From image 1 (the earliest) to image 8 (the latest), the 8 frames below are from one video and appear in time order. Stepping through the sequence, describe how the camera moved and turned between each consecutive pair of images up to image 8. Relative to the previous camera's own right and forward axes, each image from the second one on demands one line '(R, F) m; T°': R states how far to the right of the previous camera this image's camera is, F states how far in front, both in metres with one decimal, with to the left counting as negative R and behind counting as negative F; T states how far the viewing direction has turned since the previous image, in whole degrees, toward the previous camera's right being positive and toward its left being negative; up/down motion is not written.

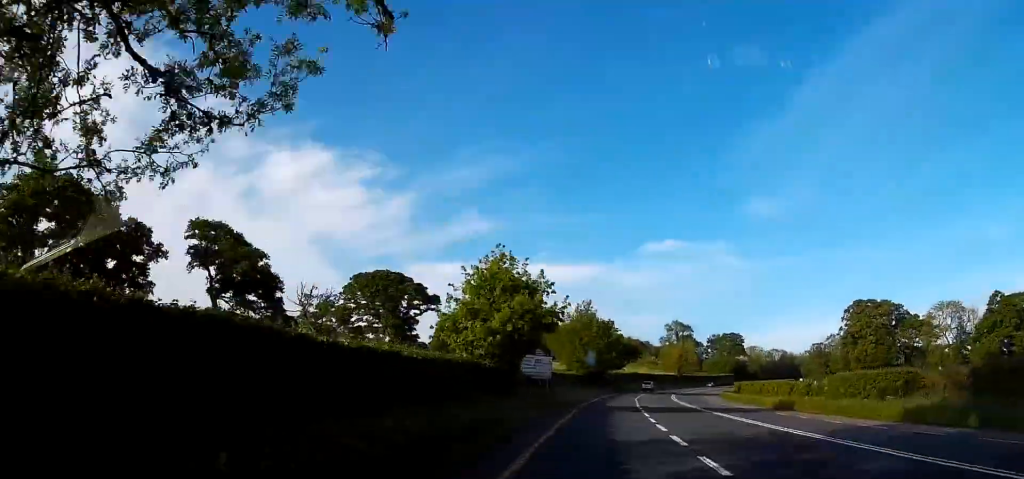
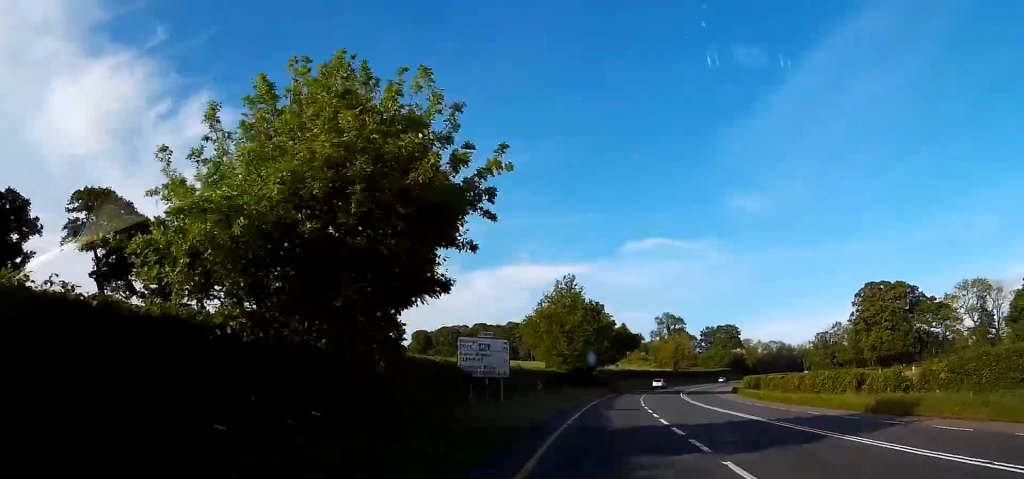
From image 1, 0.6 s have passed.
(+0.3, +17.1) m; +2°
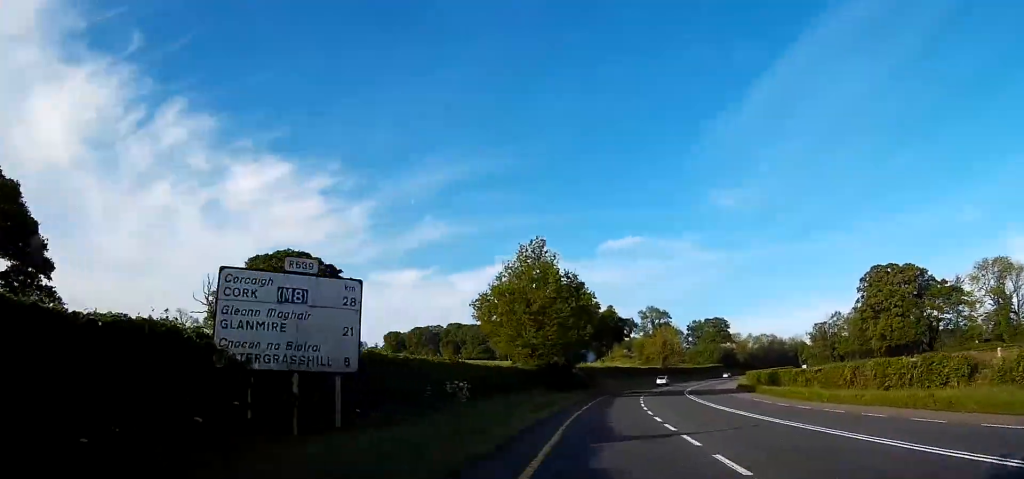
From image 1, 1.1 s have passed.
(+0.2, +15.2) m; +1°
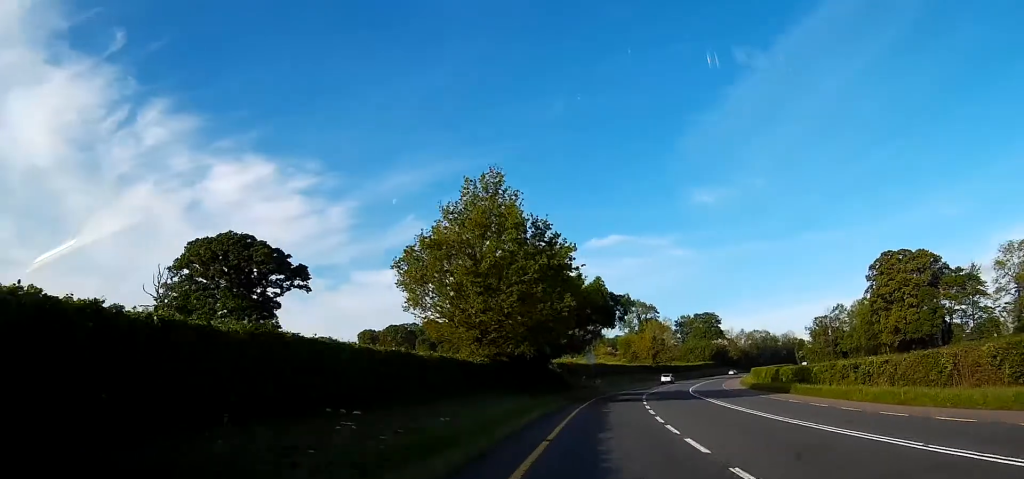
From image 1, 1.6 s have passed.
(-0.1, +14.2) m; +1°
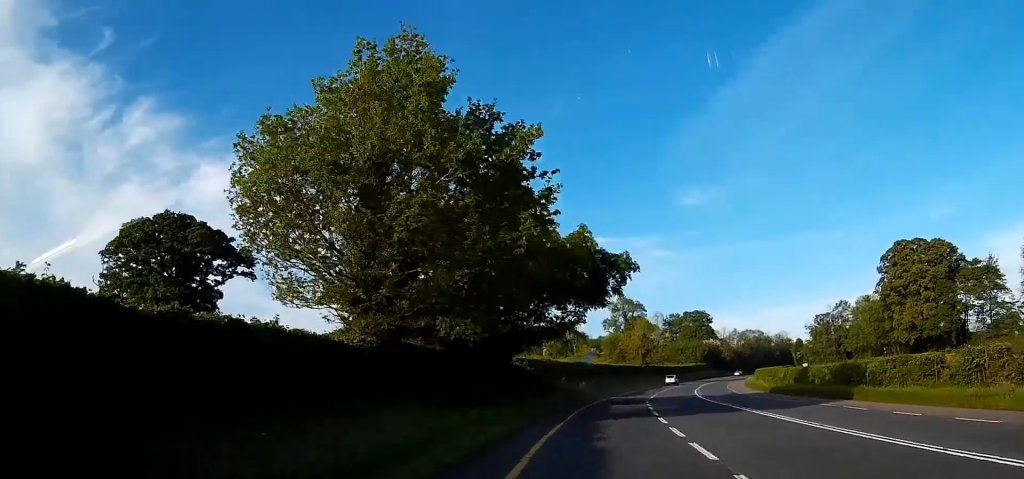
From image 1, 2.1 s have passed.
(+0.4, +13.2) m; +2°
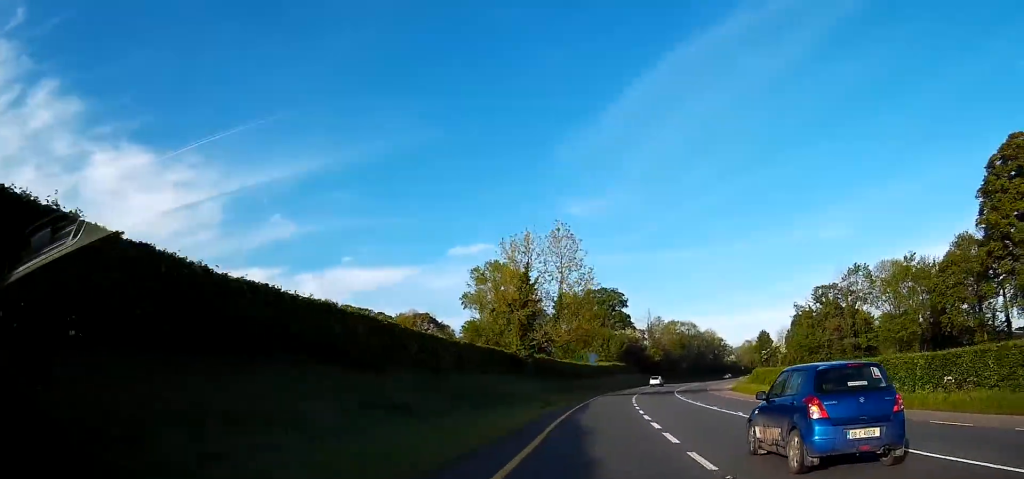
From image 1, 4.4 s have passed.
(+6.7, +66.1) m; +12°
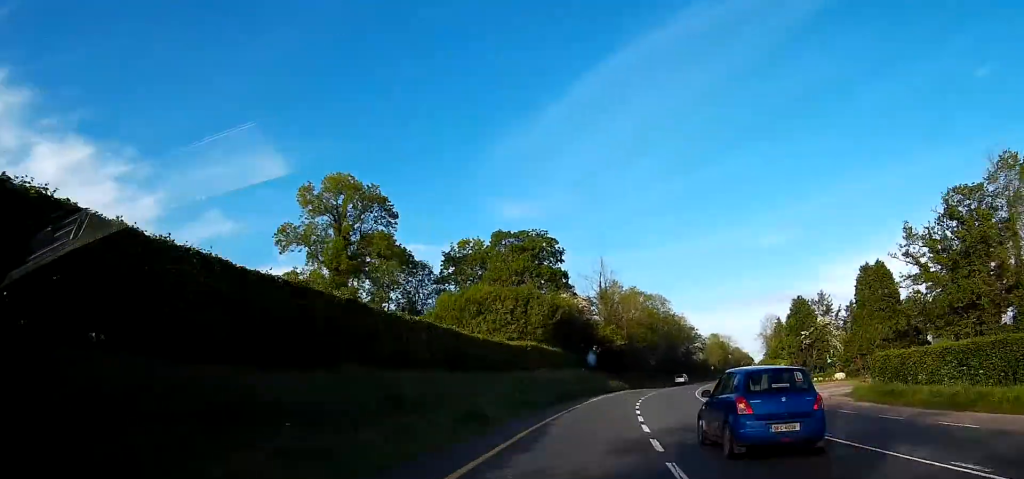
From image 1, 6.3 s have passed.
(+4.5, +54.9) m; +7°
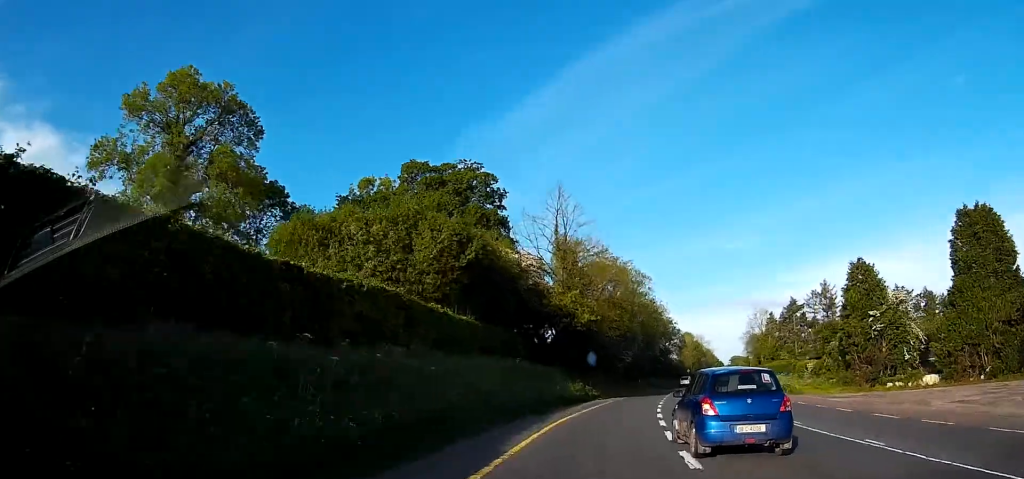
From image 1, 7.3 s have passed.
(+0.2, +27.1) m; +2°
